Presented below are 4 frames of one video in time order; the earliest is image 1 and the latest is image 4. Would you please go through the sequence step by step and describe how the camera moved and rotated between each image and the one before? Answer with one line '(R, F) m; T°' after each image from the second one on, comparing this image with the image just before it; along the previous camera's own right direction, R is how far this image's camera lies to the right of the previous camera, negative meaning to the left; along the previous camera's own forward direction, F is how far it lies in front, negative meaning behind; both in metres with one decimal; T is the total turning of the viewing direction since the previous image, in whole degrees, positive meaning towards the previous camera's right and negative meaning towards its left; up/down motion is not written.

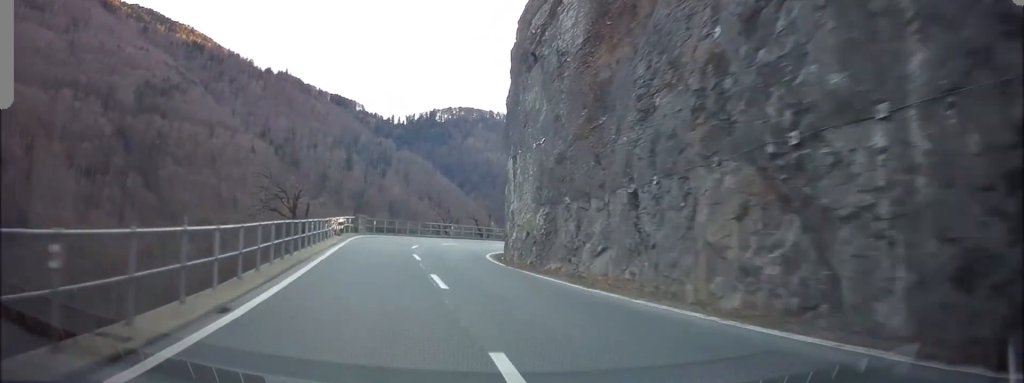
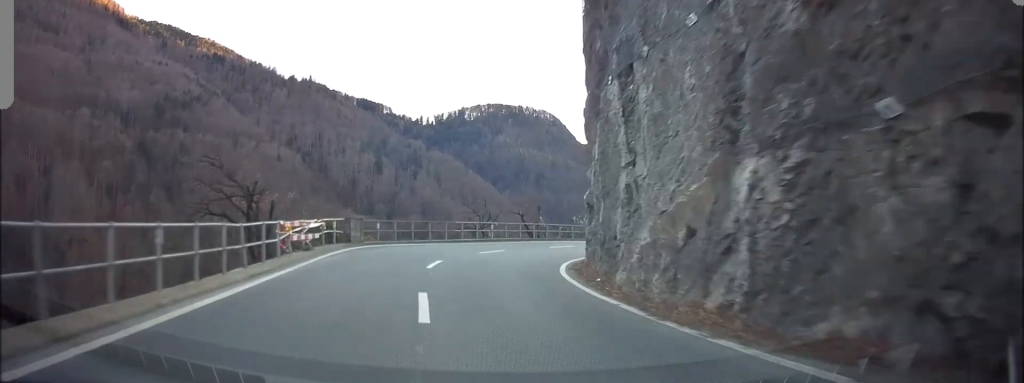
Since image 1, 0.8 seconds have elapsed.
(-0.9, +12.7) m; -5°
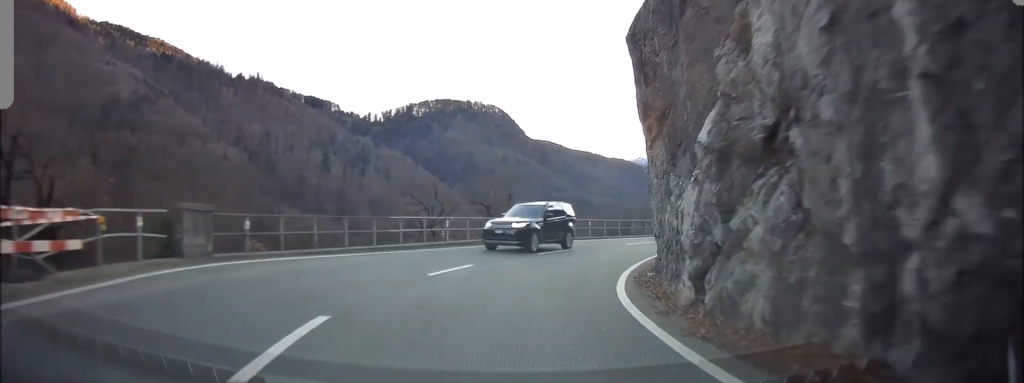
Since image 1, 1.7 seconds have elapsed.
(-0.6, +12.5) m; -1°
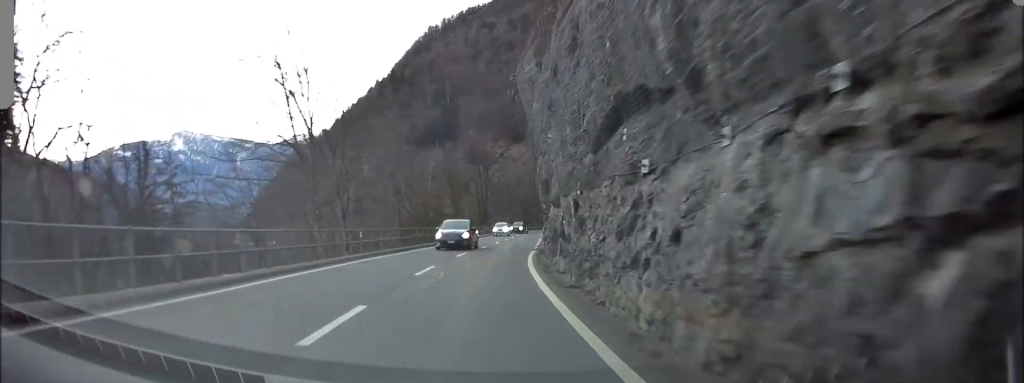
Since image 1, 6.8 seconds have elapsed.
(+26.4, +57.5) m; +41°
